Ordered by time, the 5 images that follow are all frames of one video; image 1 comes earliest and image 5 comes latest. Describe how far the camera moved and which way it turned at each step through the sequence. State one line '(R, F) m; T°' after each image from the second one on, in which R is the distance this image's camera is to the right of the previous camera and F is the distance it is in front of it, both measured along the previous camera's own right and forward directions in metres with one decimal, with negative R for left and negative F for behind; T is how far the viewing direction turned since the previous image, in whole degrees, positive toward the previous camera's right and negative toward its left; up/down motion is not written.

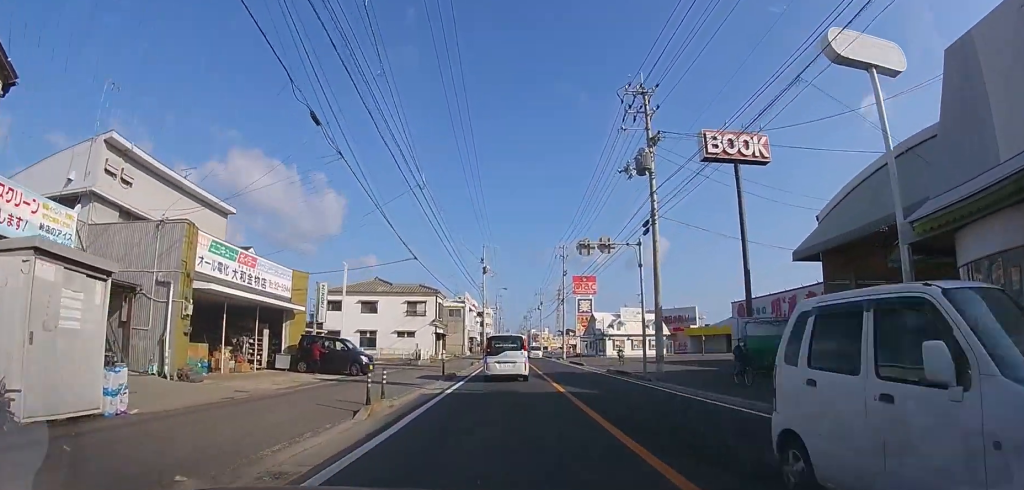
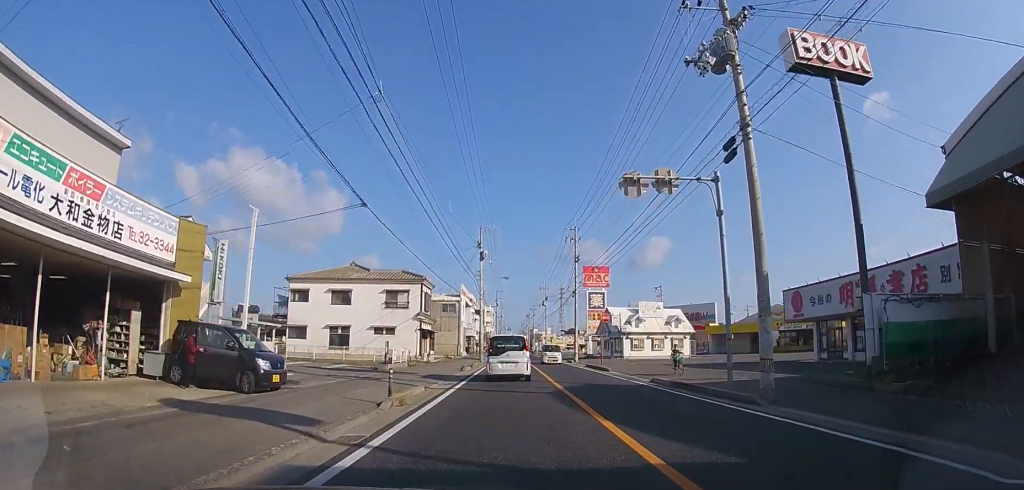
(0.0, +9.0) m; 0°
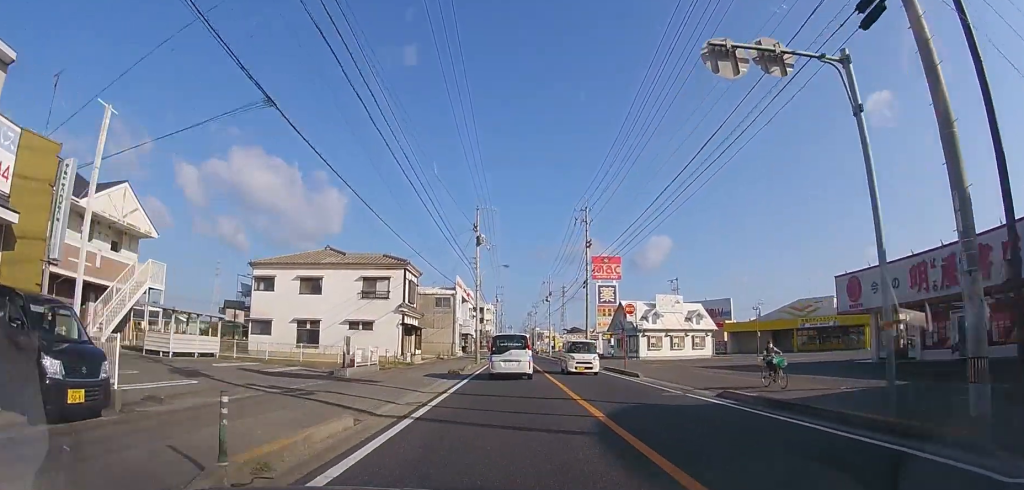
(0.0, +6.6) m; 0°
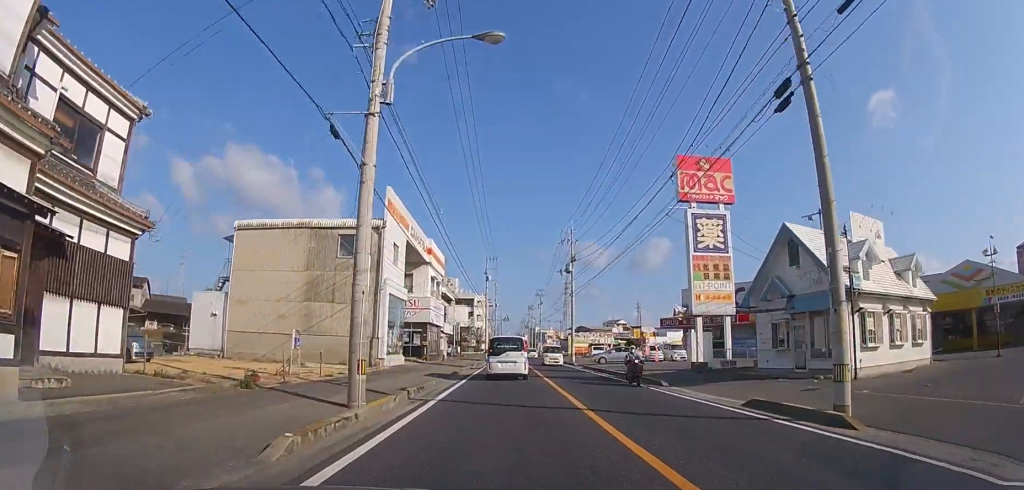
(+0.1, +32.3) m; 0°
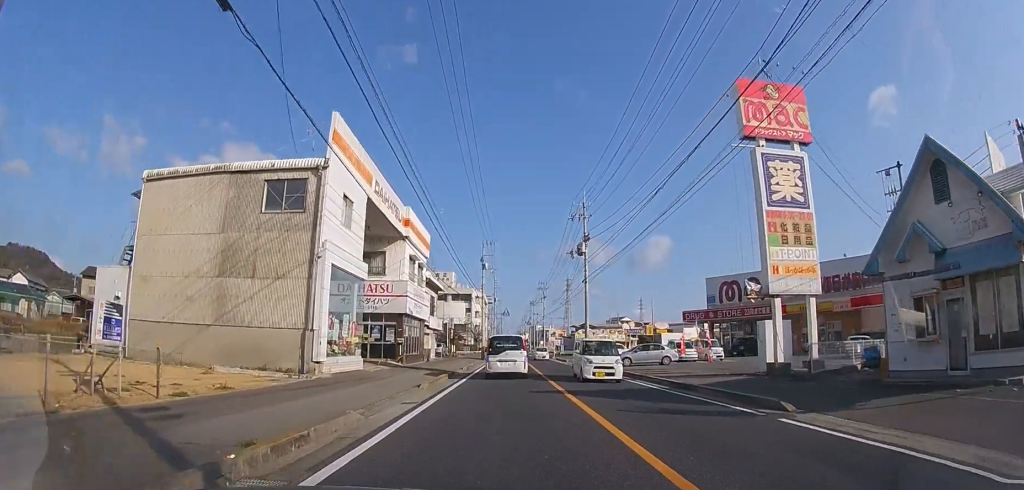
(0.0, +8.7) m; 0°
